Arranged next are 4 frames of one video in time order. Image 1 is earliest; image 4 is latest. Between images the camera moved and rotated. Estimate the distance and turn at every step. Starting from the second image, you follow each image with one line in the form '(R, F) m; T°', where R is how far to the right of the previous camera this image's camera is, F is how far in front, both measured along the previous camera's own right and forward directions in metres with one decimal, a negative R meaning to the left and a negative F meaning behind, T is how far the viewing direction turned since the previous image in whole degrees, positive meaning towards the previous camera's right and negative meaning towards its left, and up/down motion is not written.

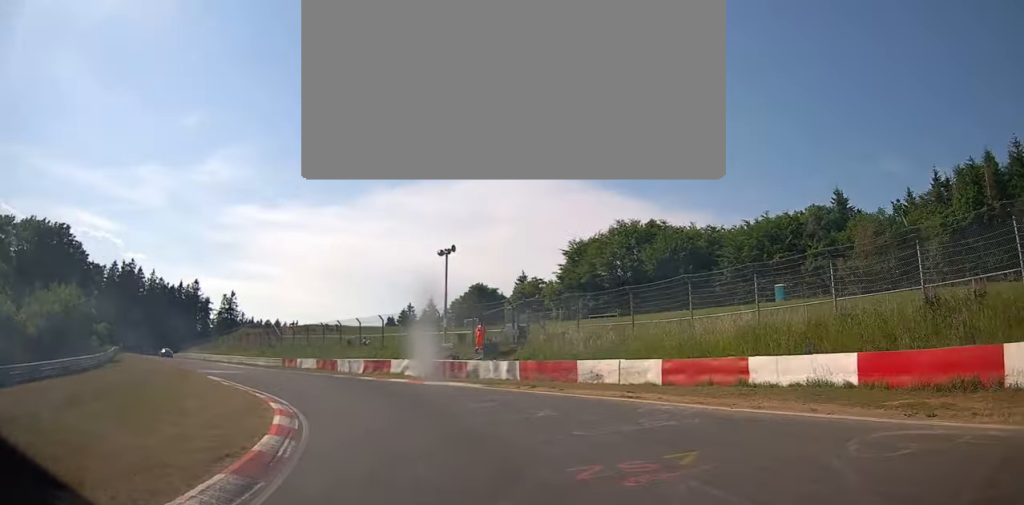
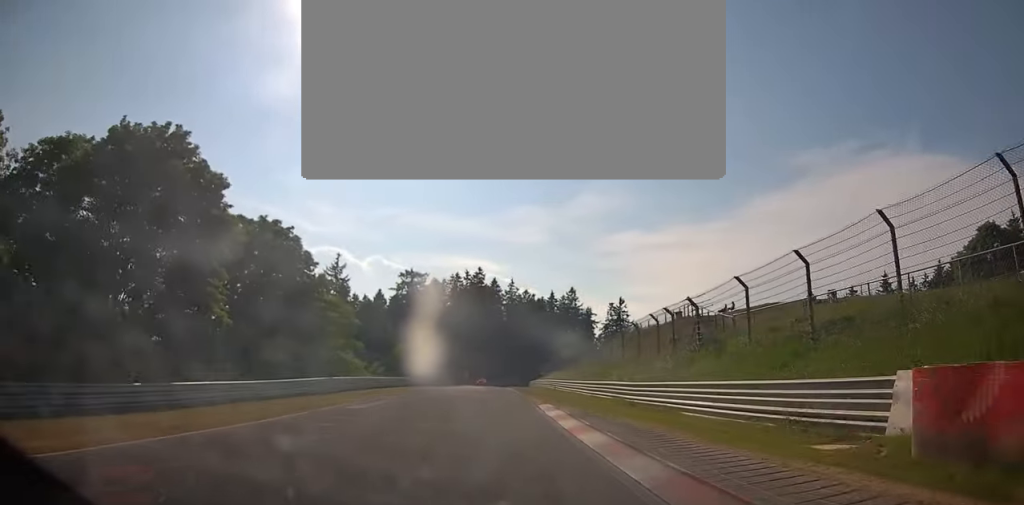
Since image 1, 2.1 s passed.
(-19.0, +44.7) m; -38°
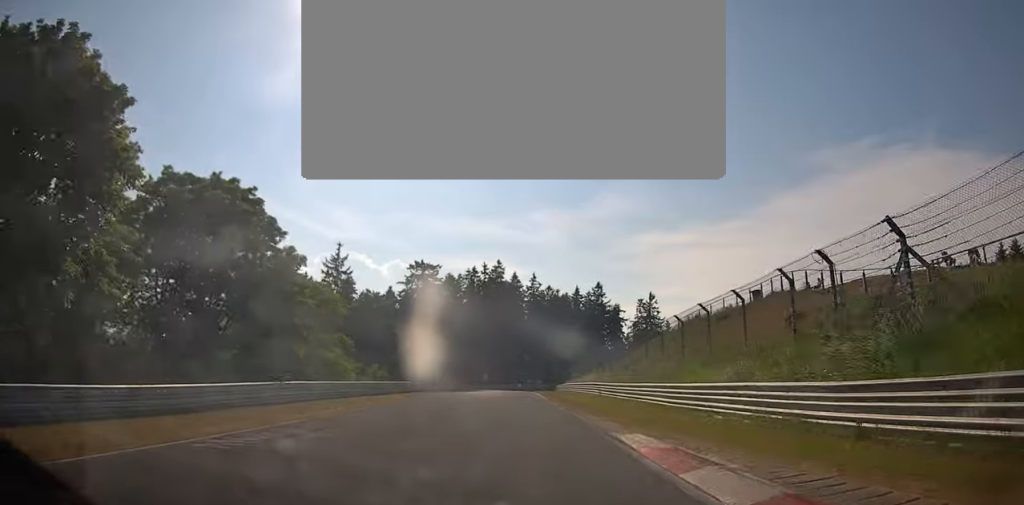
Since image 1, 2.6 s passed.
(-0.6, +12.5) m; -4°
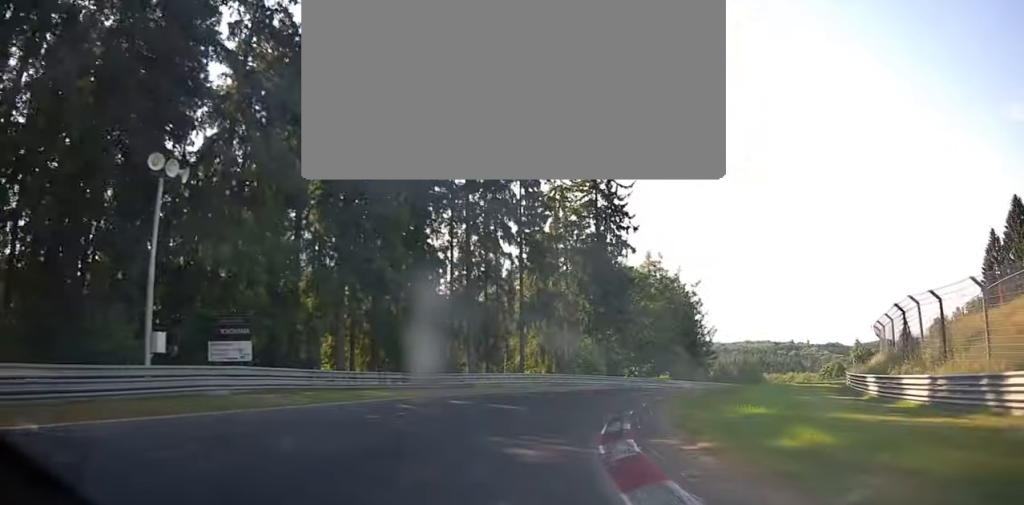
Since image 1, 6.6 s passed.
(+15.0, +114.7) m; +35°
